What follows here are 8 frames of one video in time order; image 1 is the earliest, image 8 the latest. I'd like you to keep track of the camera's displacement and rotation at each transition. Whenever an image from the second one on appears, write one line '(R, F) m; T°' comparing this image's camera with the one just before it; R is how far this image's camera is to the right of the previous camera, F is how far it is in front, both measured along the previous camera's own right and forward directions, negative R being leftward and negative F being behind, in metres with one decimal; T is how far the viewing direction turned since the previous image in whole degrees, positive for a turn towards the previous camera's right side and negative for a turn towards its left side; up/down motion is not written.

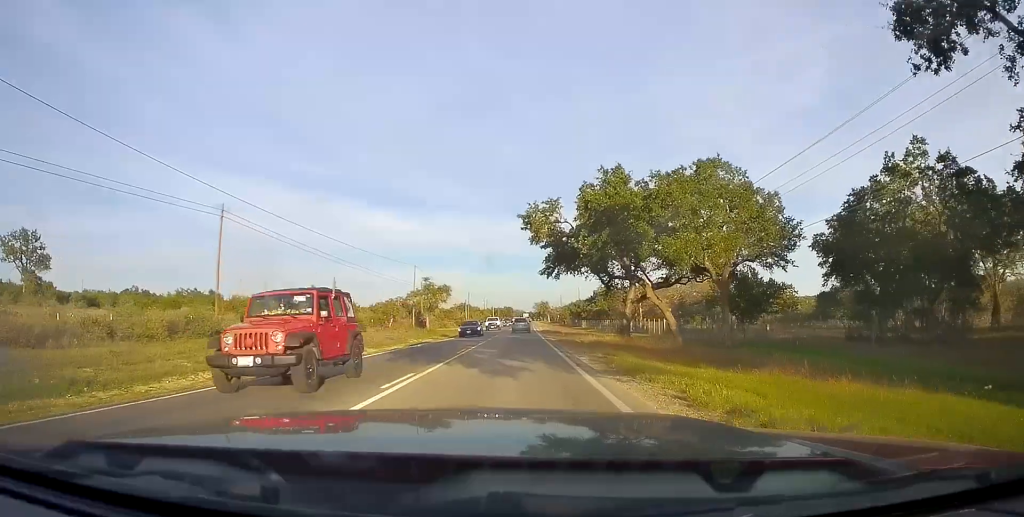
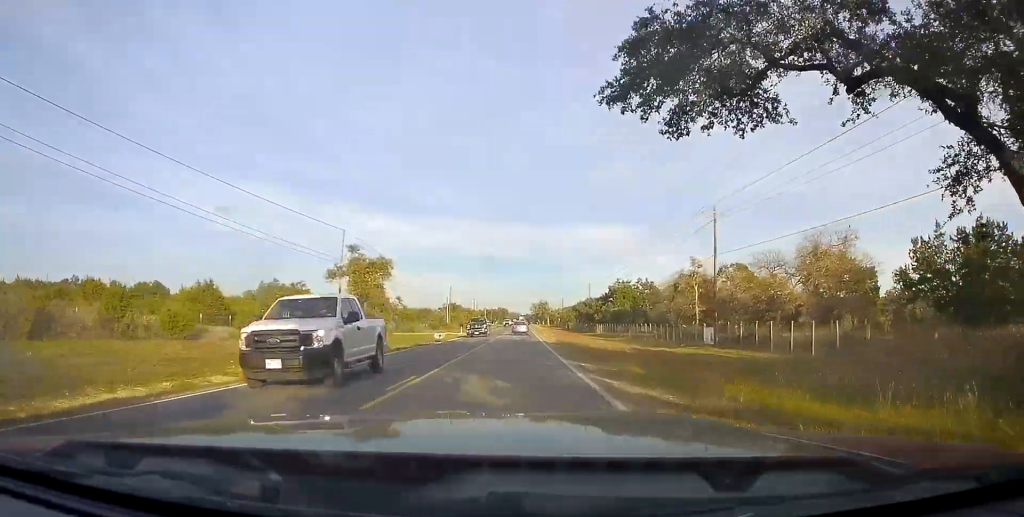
(-0.8, +34.4) m; -1°
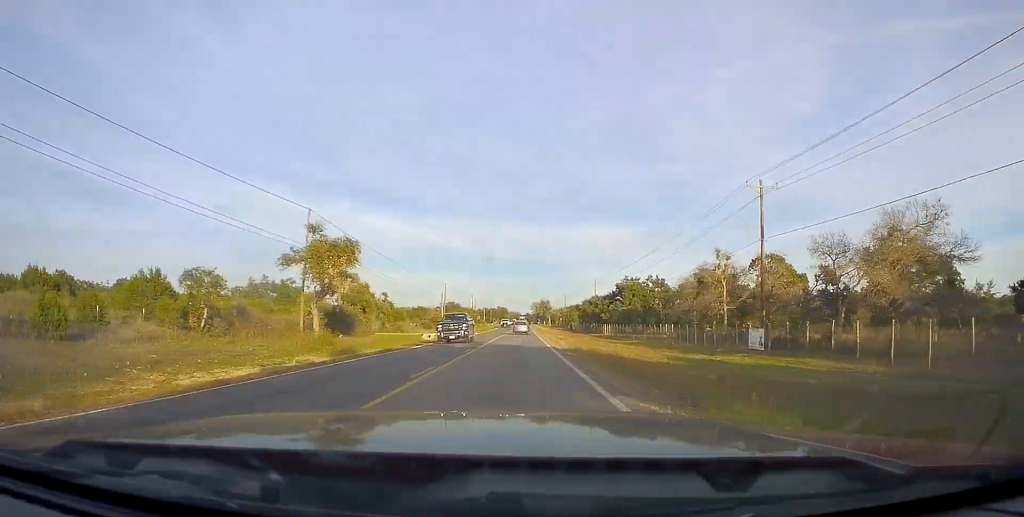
(-0.1, +9.2) m; 0°
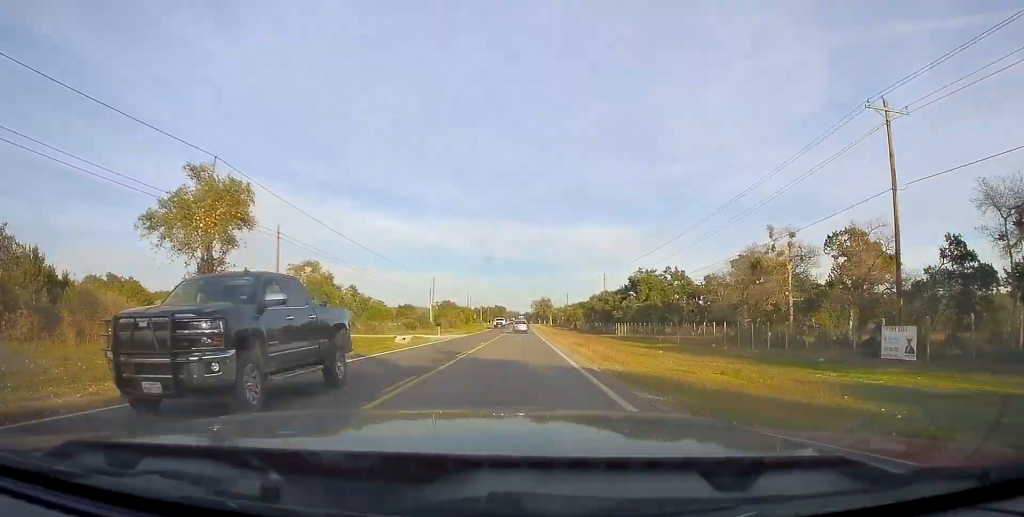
(+0.2, +14.5) m; +1°
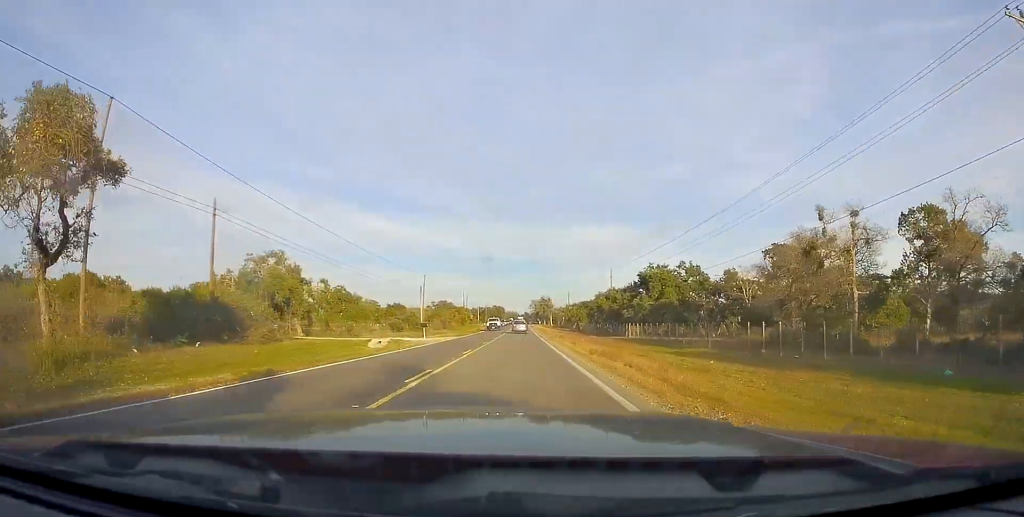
(0.0, +9.1) m; 0°
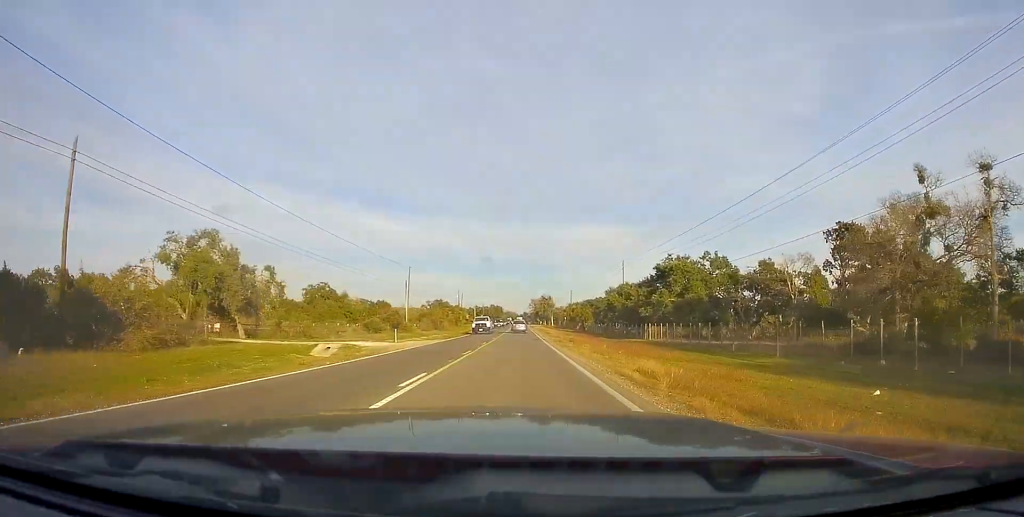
(+0.1, +12.1) m; 0°
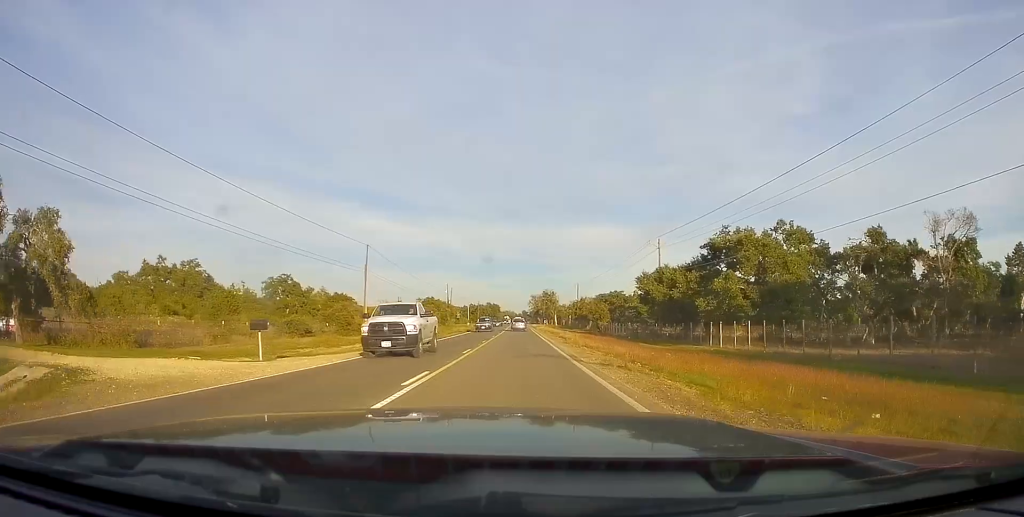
(-0.1, +23.0) m; +1°
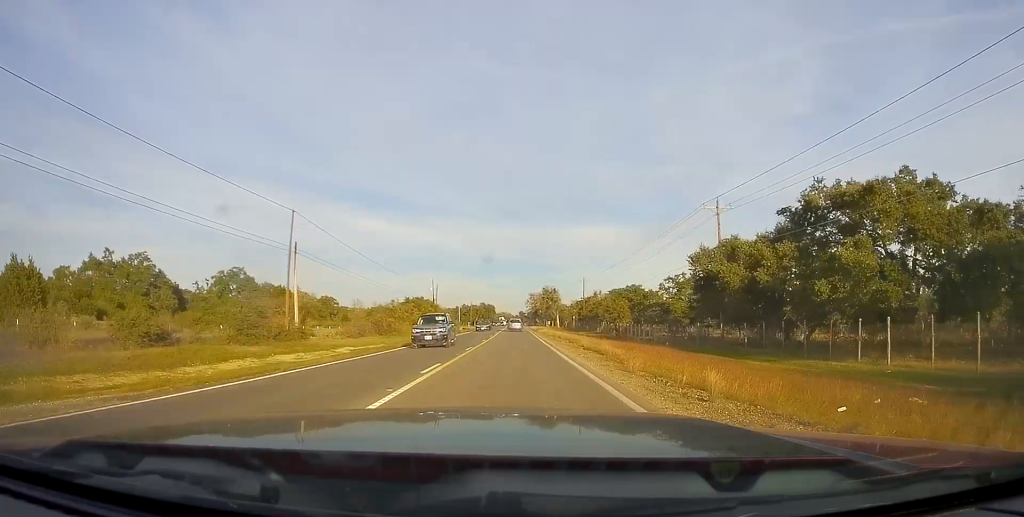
(+0.3, +20.4) m; +1°
